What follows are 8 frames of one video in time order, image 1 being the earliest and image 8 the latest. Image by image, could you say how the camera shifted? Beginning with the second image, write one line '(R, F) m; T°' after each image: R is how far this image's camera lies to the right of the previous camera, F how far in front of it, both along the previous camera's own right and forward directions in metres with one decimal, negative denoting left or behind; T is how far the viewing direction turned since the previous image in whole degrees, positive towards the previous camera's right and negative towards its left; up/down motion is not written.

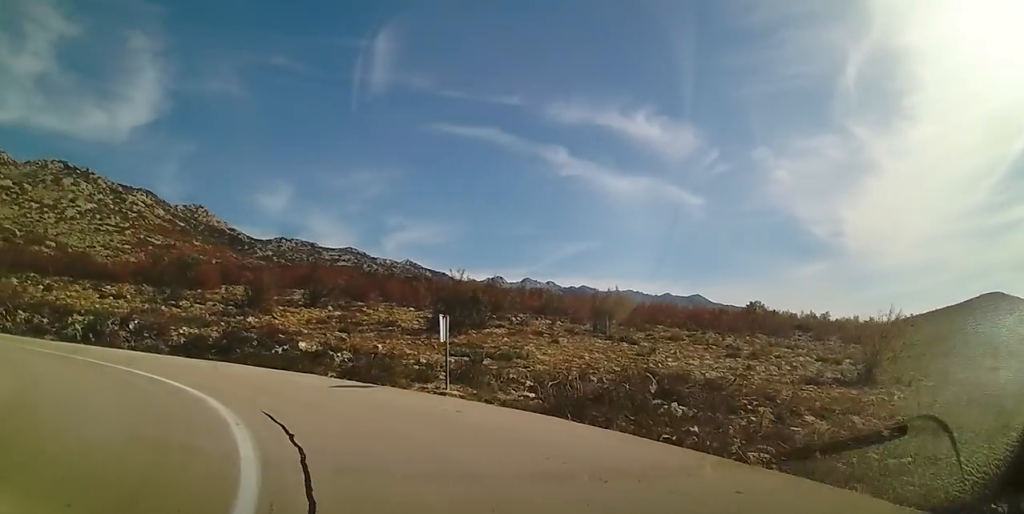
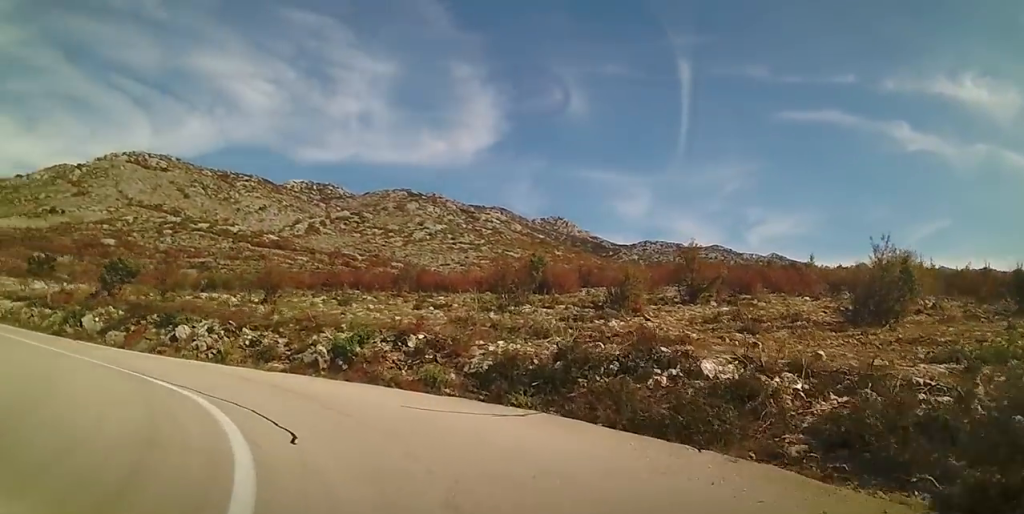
(-4.3, +8.0) m; -48°
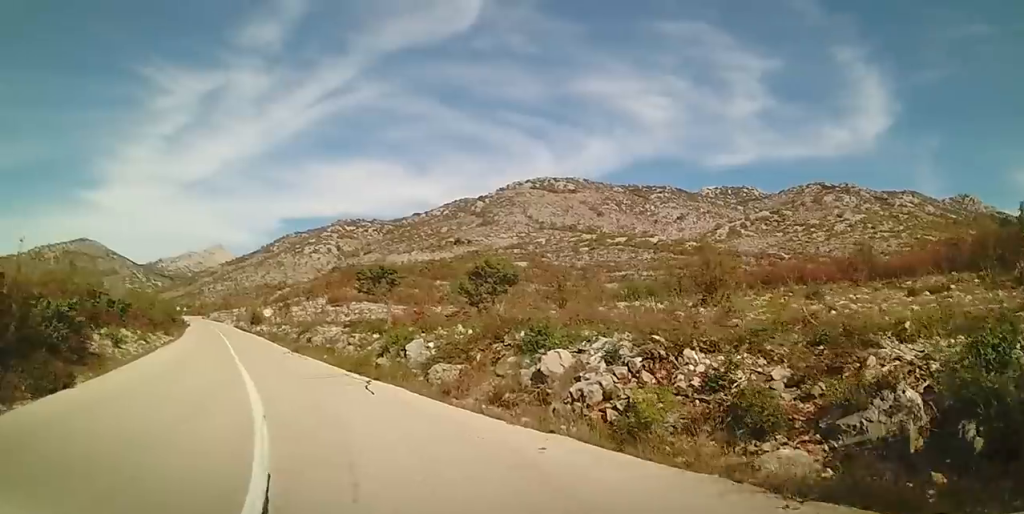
(-3.4, +9.3) m; -39°
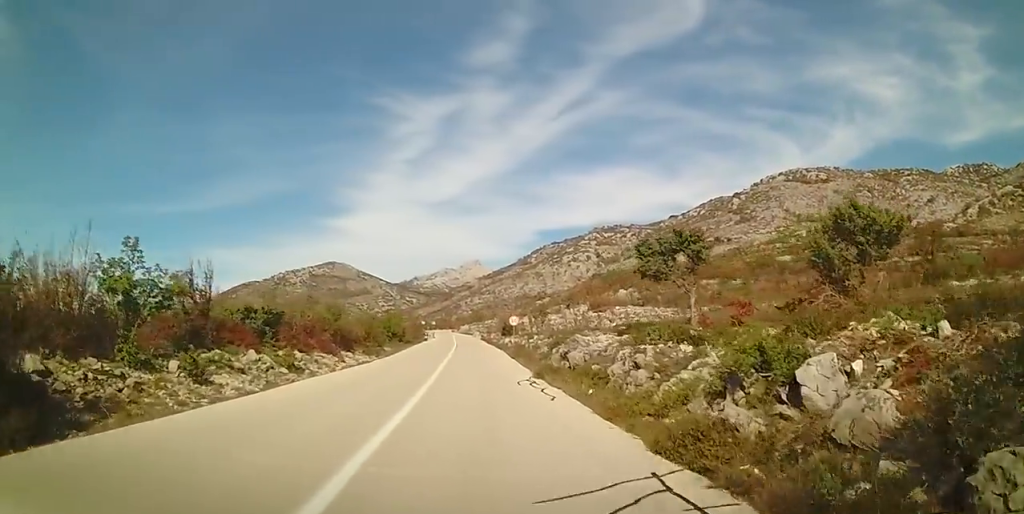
(-2.3, +10.3) m; -16°
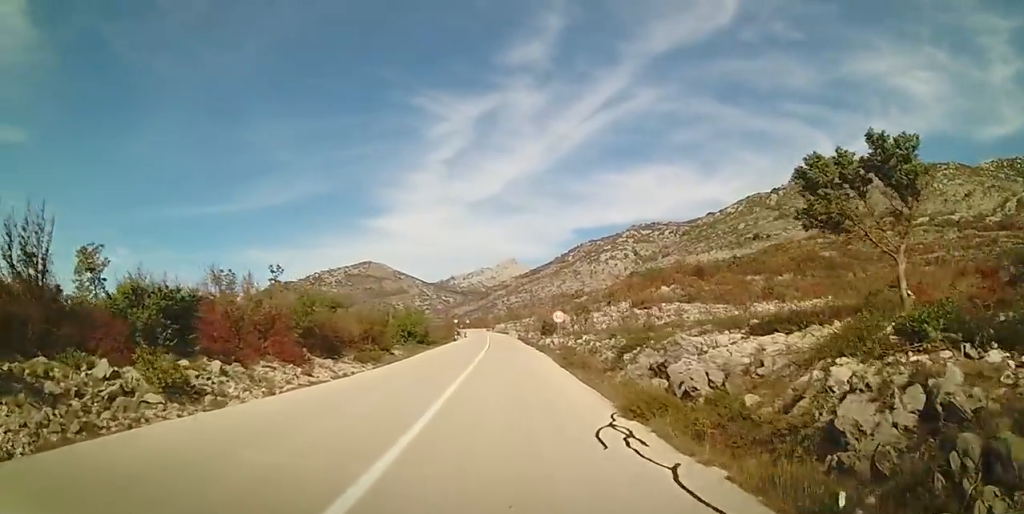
(0.0, +8.3) m; -3°
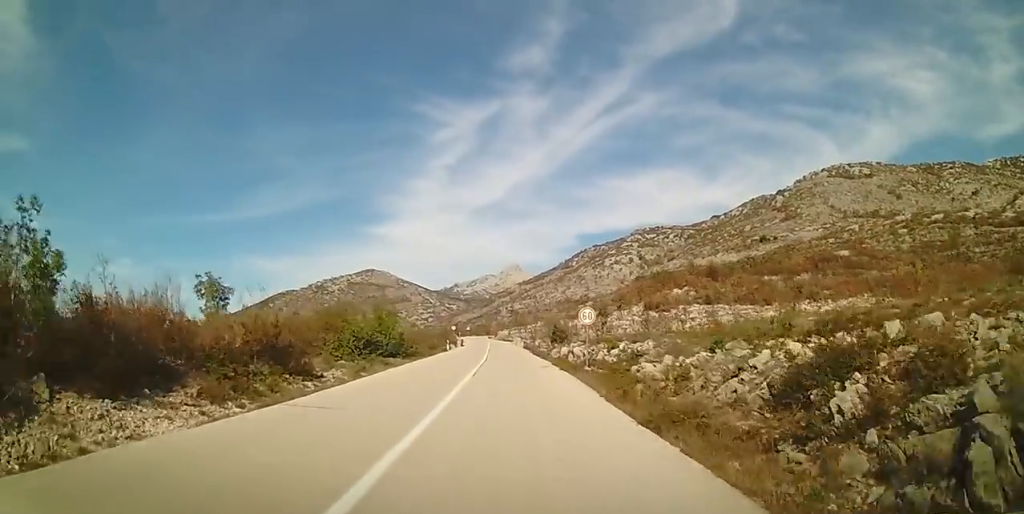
(-0.5, +11.5) m; -3°
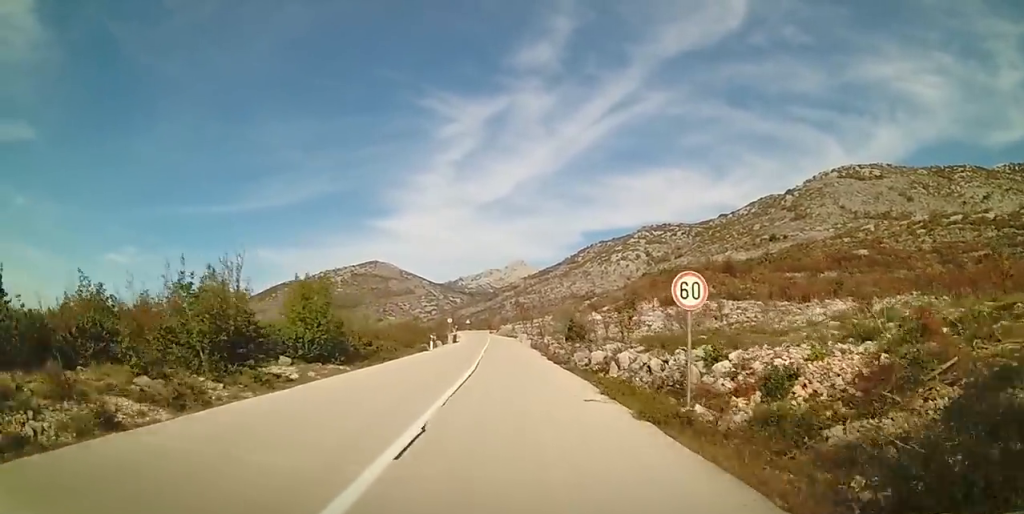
(-0.1, +12.7) m; -1°
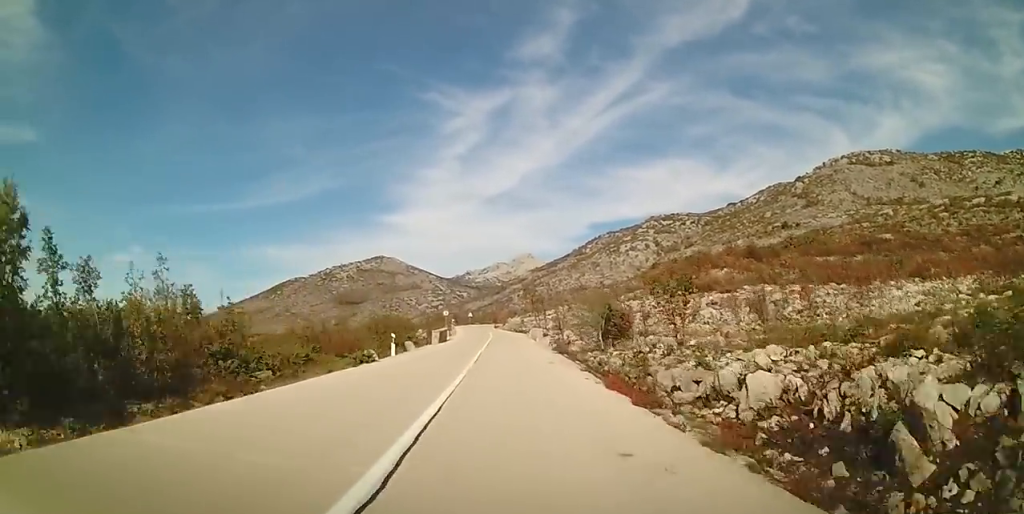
(-0.1, +15.0) m; -1°
